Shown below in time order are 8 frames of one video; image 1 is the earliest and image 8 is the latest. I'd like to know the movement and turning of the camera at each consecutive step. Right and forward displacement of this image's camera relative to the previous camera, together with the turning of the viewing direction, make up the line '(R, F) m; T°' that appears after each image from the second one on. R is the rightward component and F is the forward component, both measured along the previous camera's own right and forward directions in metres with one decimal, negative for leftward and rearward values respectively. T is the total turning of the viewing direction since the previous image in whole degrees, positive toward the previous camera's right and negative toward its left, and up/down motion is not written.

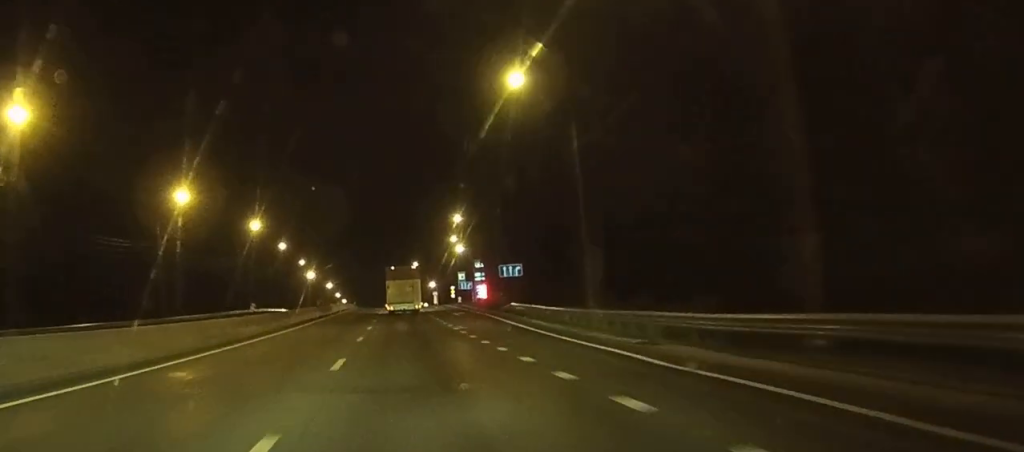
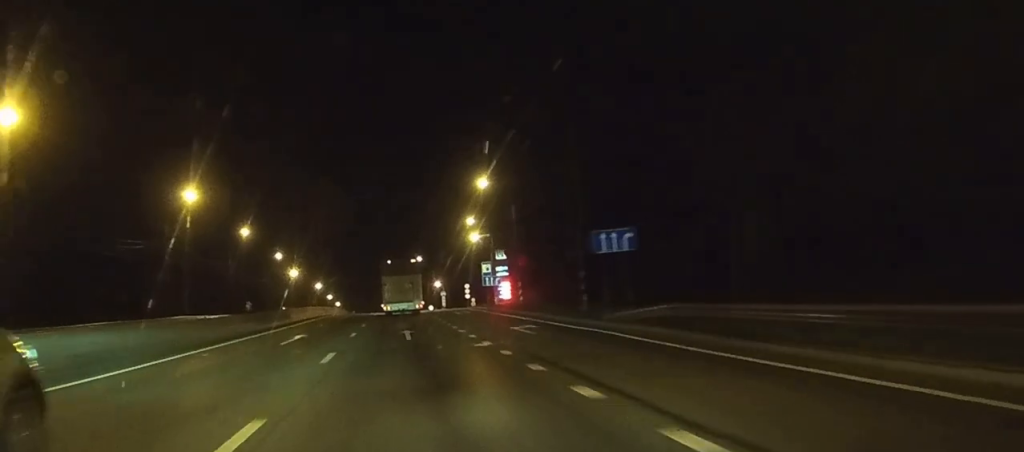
(-0.2, +34.0) m; -1°
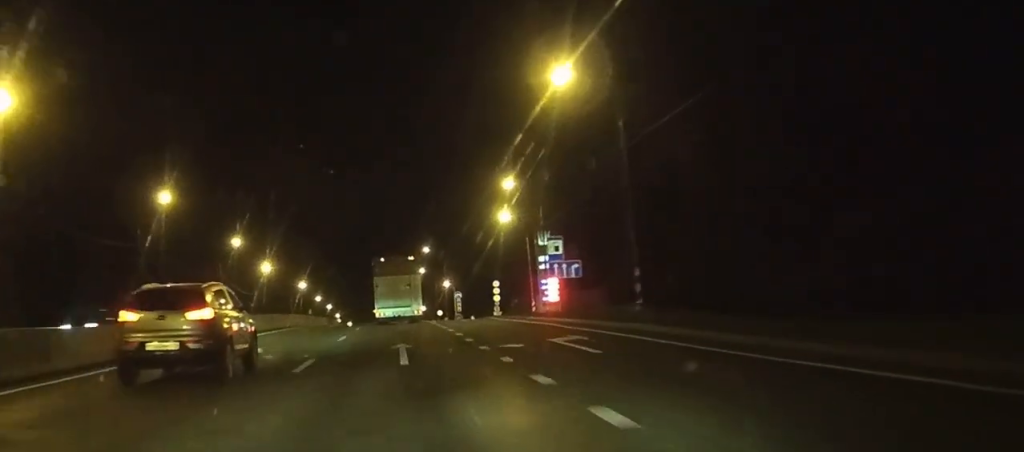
(-0.1, +37.3) m; 0°
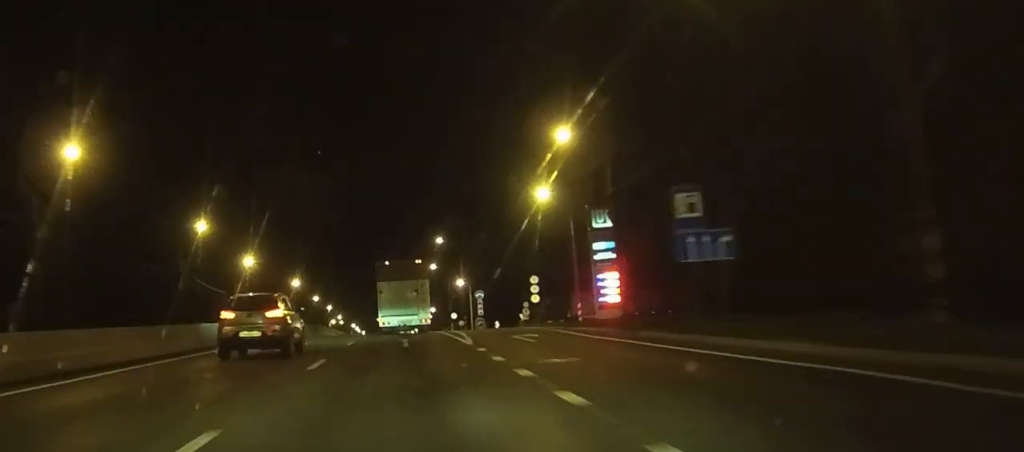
(0.0, +22.2) m; 0°
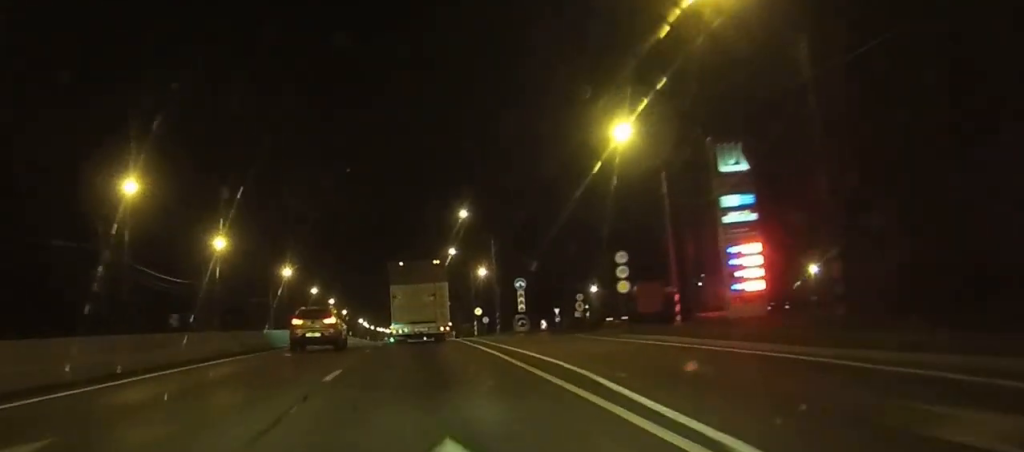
(0.0, +25.5) m; 0°
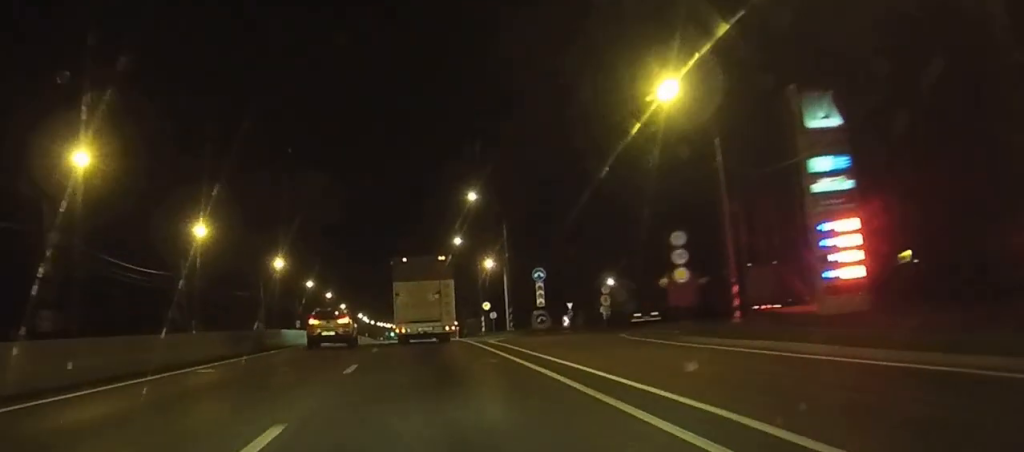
(0.0, +9.4) m; 0°
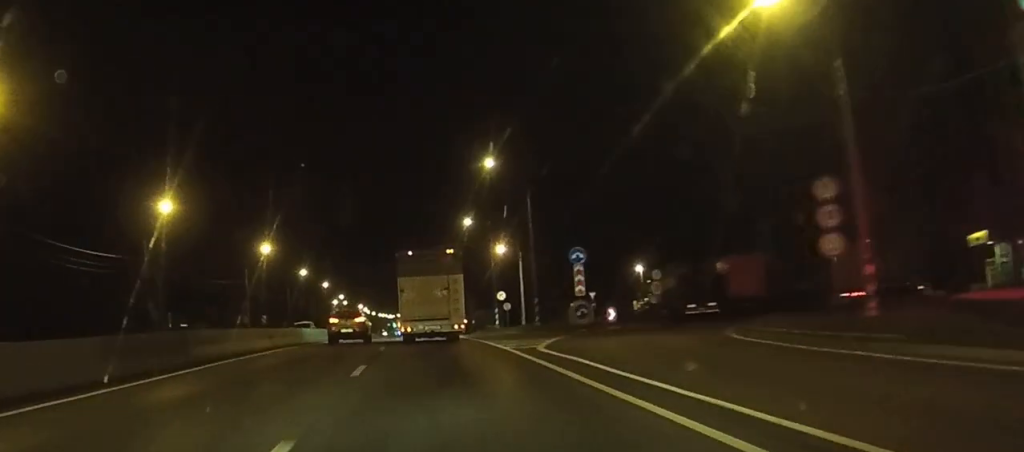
(-0.1, +13.1) m; 0°
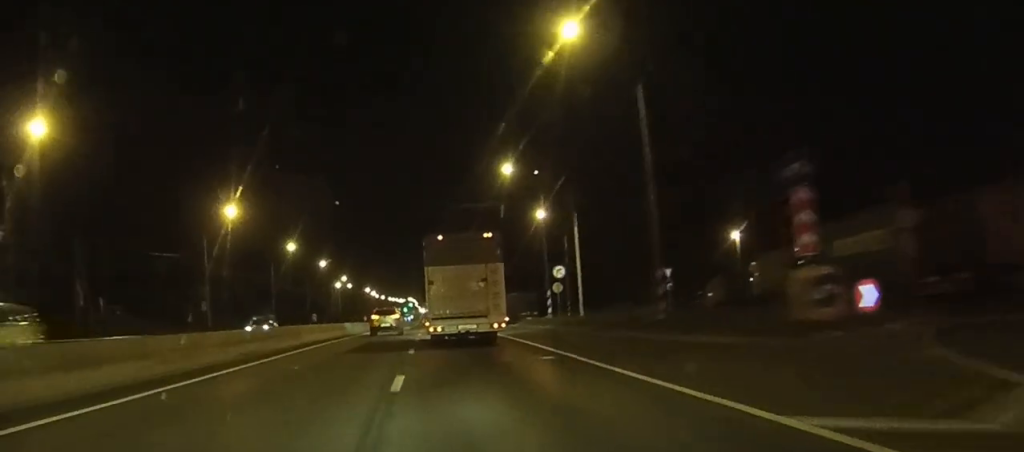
(-0.1, +27.1) m; -1°
